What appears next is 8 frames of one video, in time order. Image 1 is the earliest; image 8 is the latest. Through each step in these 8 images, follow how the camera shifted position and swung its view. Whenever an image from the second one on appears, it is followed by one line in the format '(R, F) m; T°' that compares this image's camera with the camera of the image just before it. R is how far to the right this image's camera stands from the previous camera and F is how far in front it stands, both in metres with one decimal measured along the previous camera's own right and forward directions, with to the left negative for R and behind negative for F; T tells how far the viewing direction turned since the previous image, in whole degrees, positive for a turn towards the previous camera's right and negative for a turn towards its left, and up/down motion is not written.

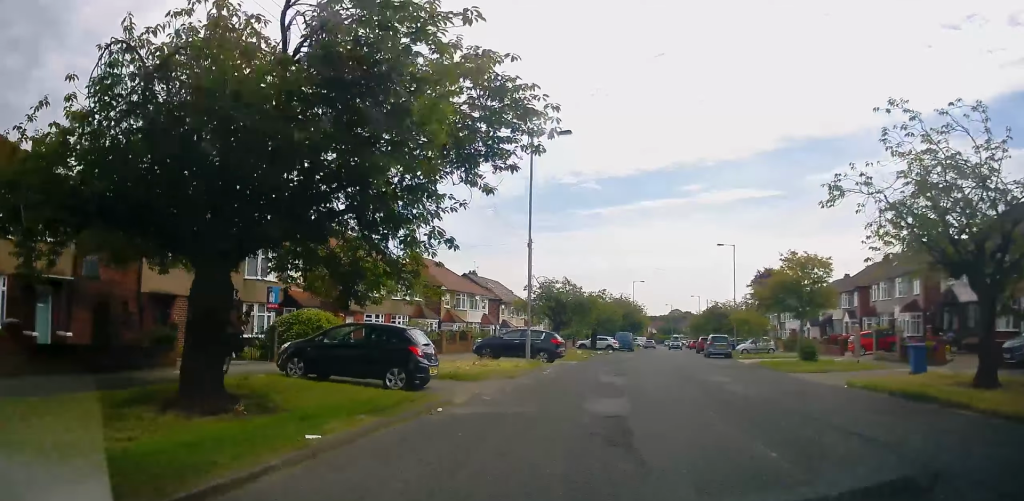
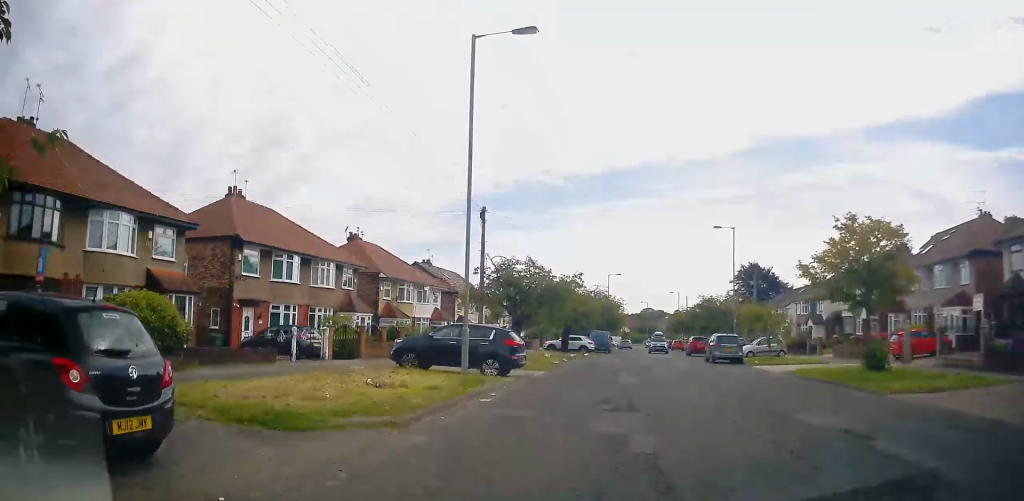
(-0.1, +9.4) m; -3°
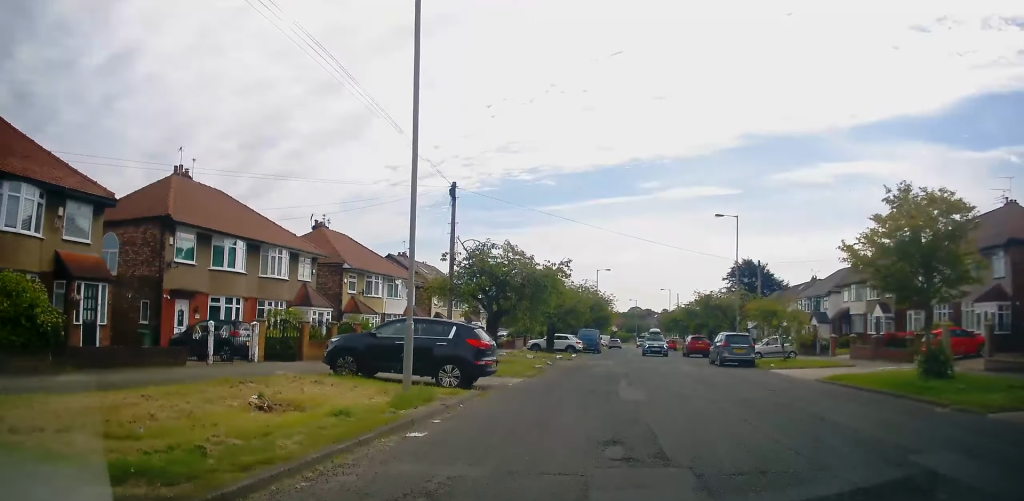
(-0.1, +4.6) m; 0°
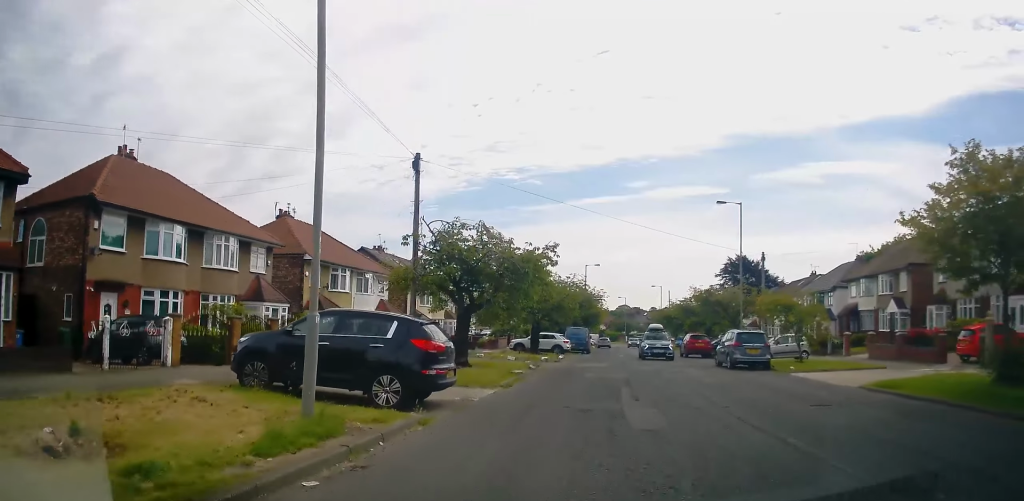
(-0.1, +4.0) m; +2°
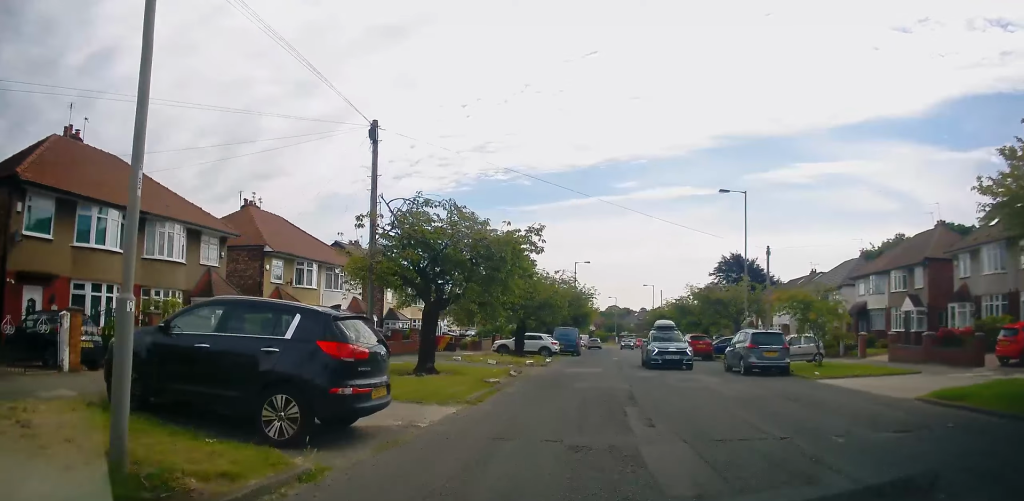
(+0.1, +3.5) m; +2°
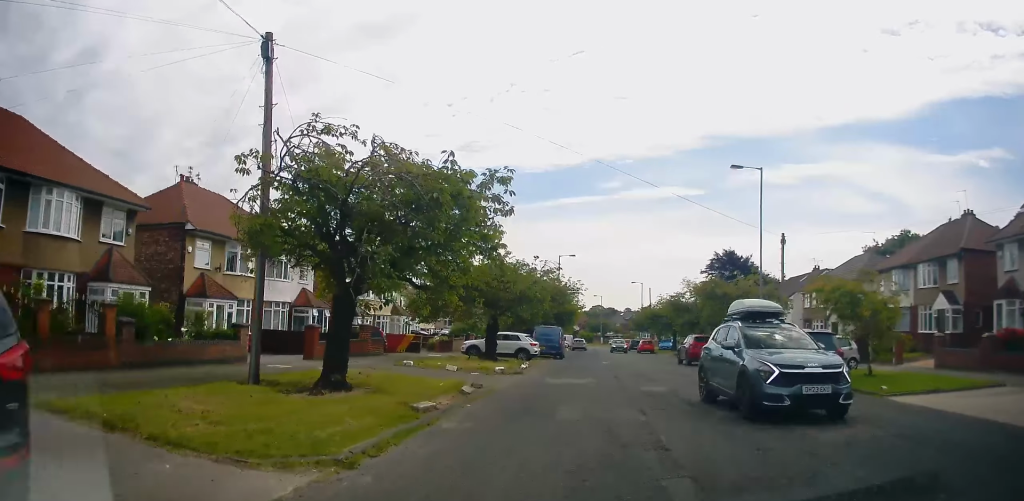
(+0.3, +5.8) m; +3°
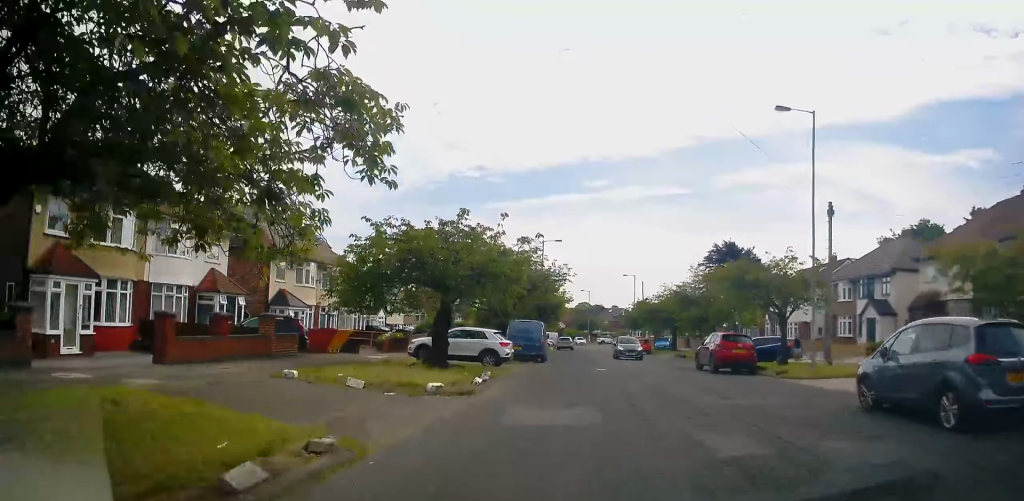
(+0.2, +8.4) m; +4°
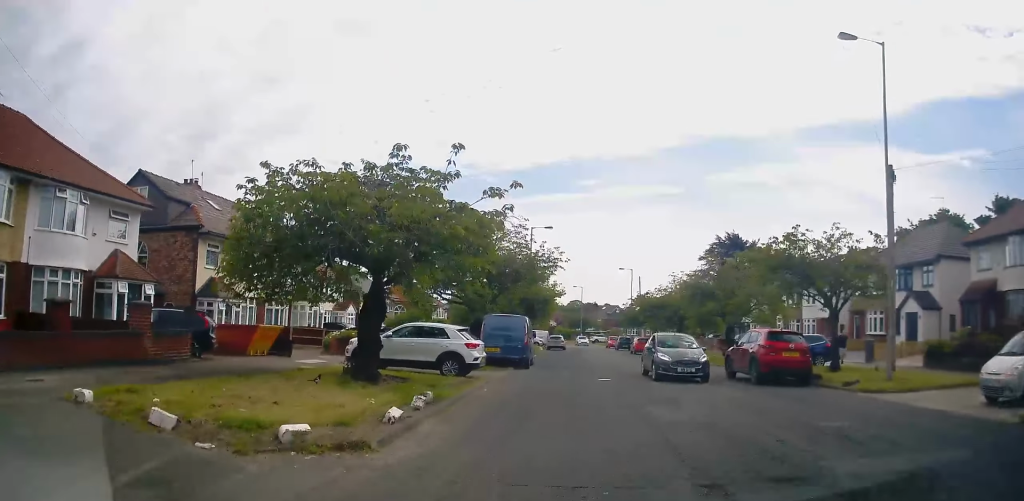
(+0.4, +6.4) m; 0°
